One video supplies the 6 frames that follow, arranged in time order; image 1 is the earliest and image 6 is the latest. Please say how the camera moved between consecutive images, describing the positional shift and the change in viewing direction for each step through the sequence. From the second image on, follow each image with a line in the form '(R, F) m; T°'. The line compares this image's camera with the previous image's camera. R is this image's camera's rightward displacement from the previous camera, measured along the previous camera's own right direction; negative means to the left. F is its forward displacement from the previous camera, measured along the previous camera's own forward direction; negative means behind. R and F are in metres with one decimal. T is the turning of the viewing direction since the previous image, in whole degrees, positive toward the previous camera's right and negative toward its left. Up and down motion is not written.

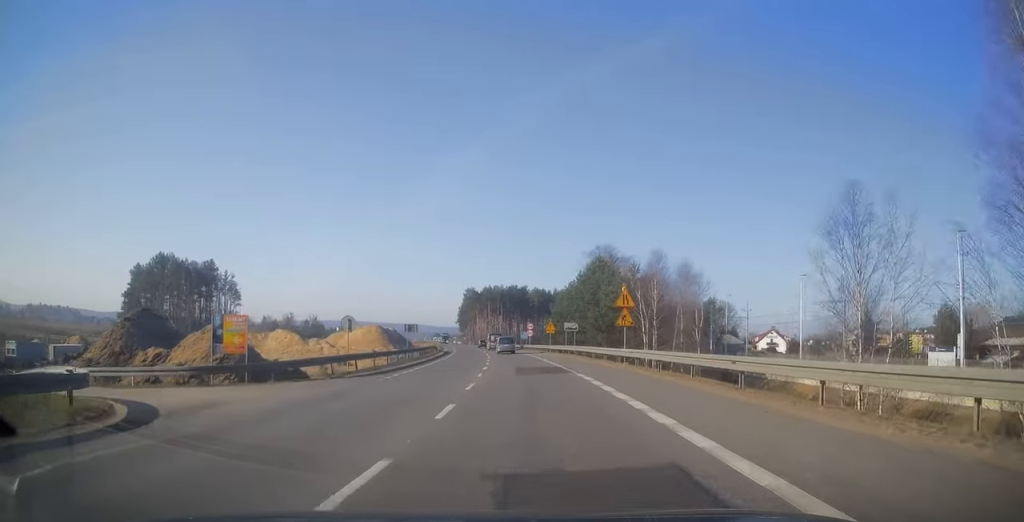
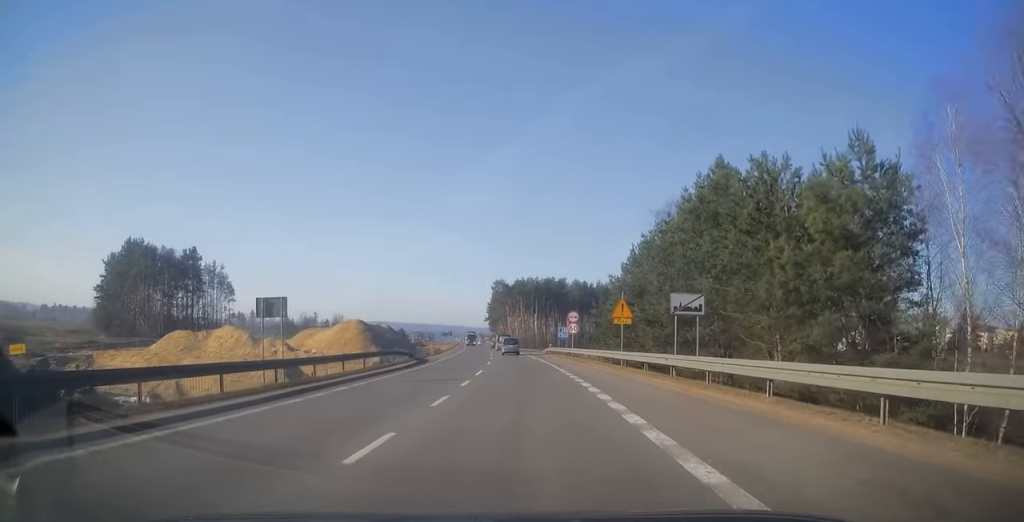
(-1.6, +34.3) m; -3°
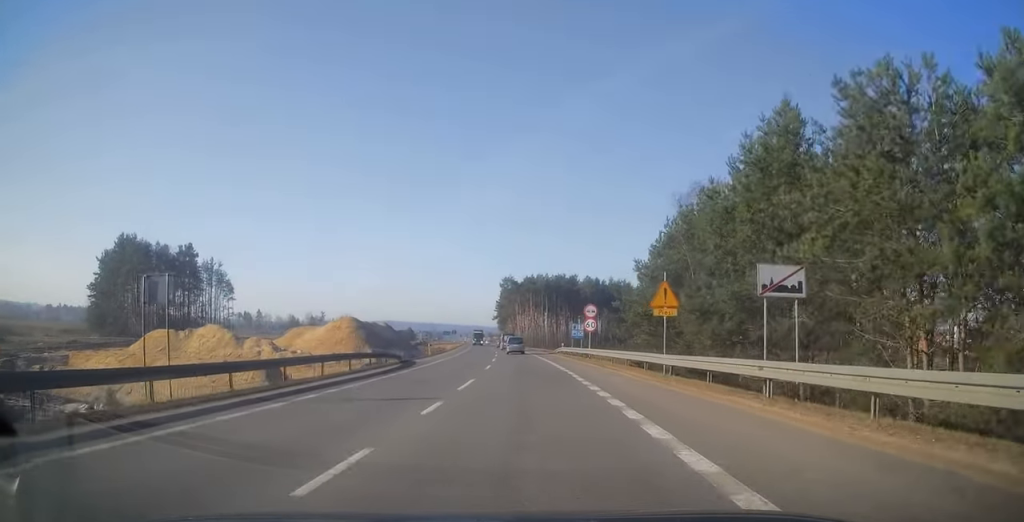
(0.0, +7.6) m; -1°
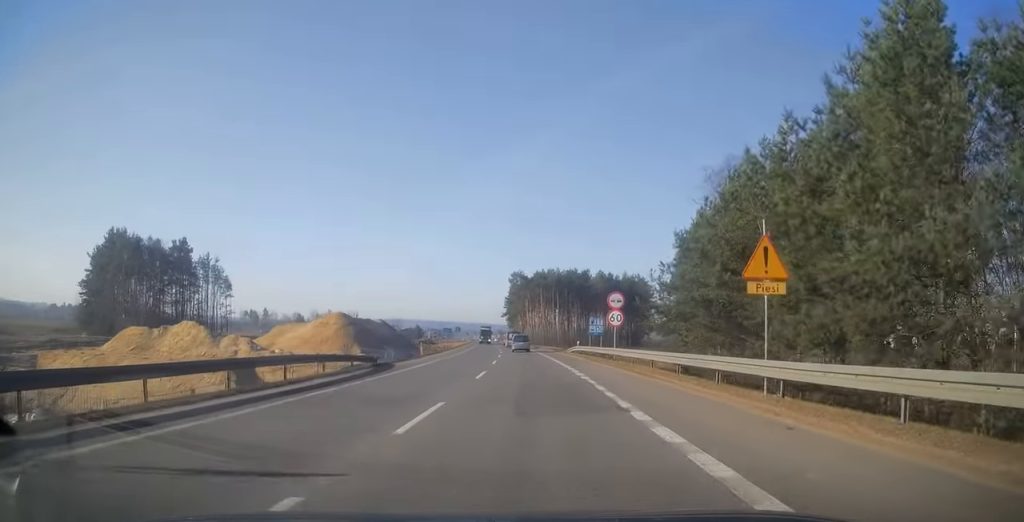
(+0.1, +8.5) m; -1°
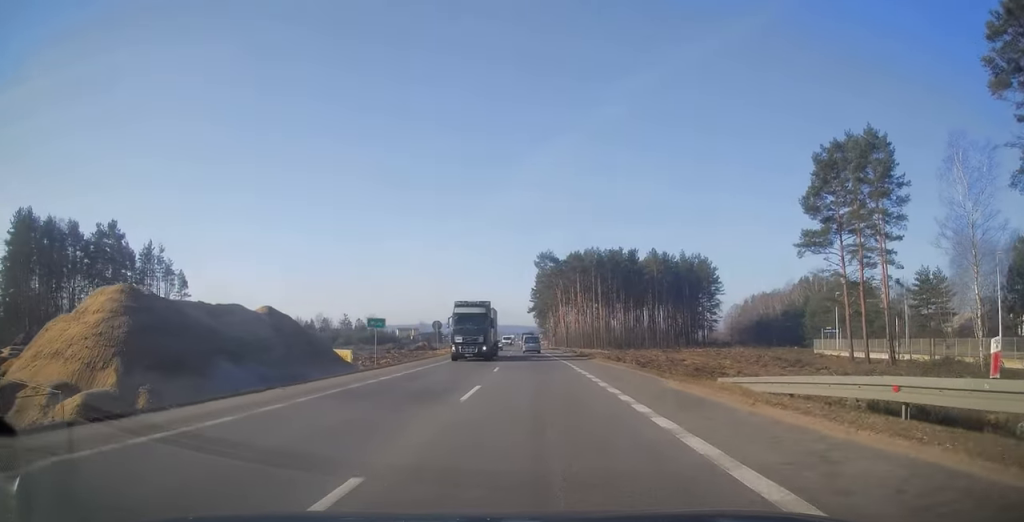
(-1.8, +43.8) m; -3°
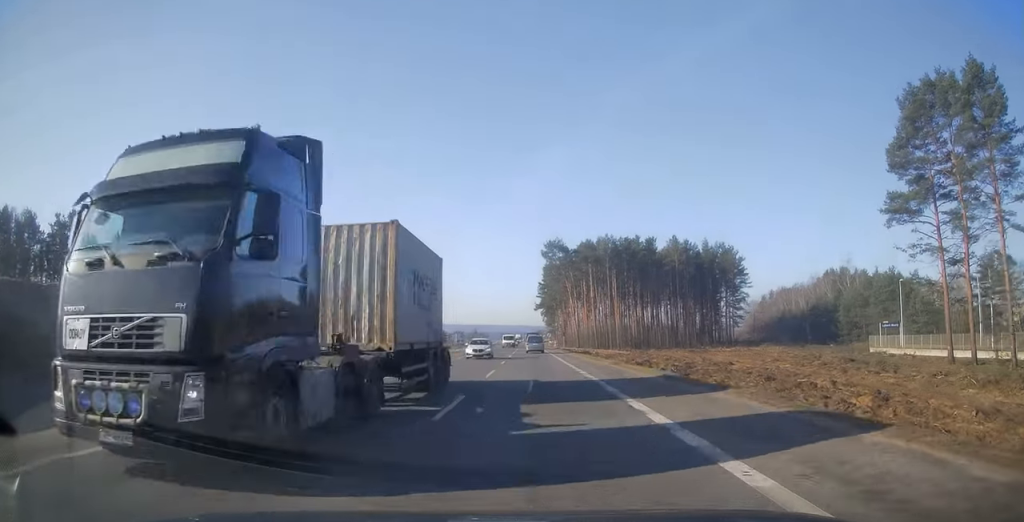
(-0.1, +15.9) m; -1°
